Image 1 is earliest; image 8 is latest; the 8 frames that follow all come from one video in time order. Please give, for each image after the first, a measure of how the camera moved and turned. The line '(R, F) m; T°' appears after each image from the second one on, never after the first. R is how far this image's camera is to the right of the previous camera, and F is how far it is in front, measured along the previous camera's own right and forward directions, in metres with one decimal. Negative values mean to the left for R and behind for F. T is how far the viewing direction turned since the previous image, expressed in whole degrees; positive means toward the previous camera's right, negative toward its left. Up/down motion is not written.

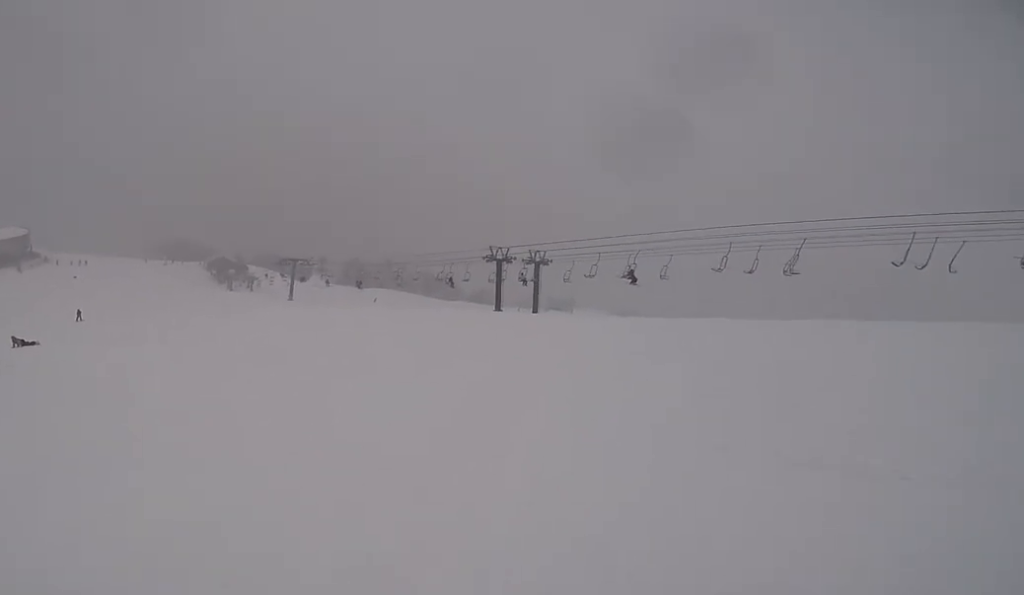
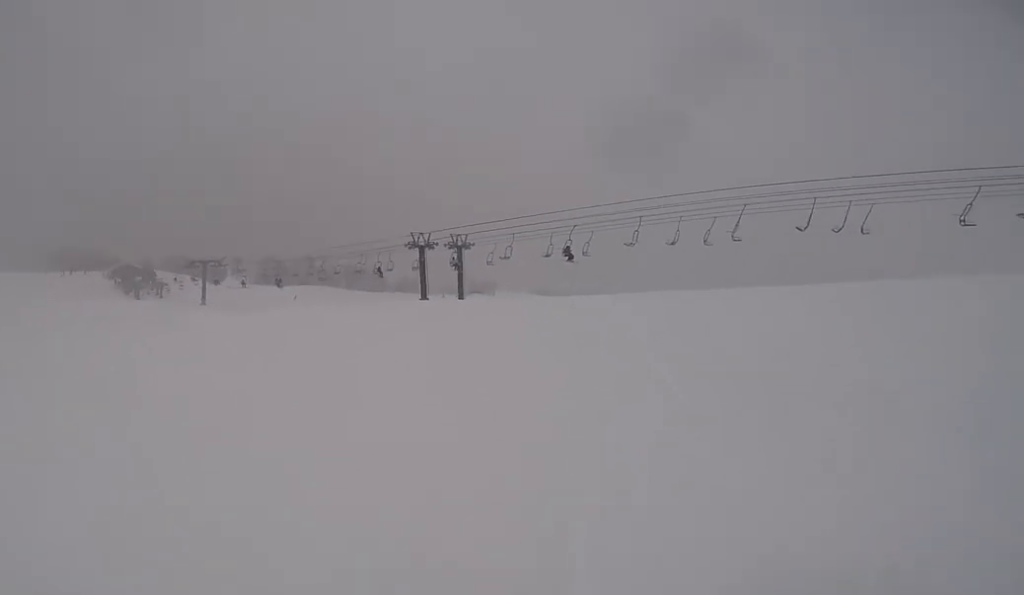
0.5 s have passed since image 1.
(+0.1, +3.2) m; +2°
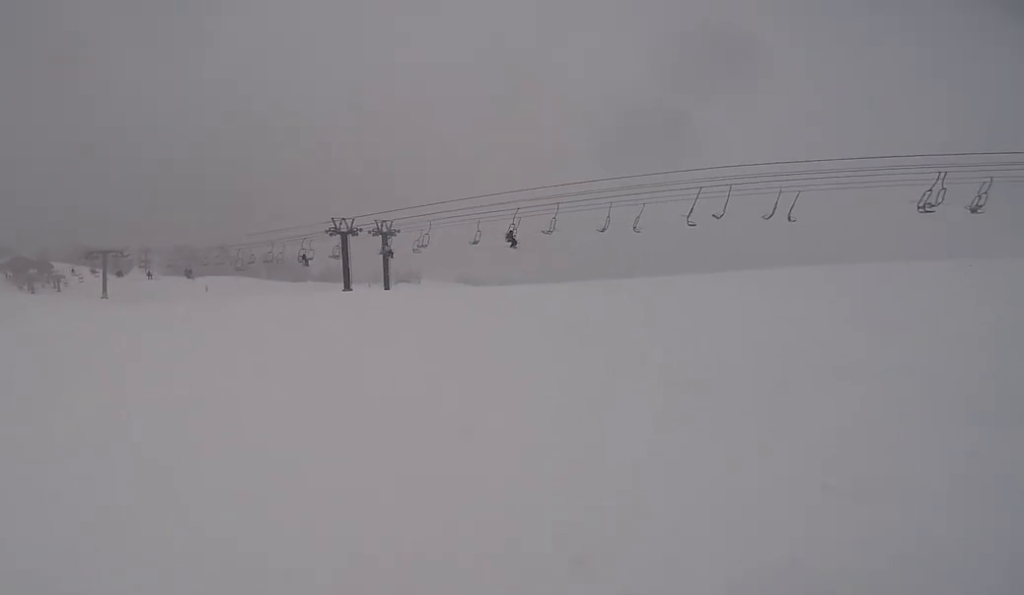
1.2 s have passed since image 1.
(0.0, +3.6) m; 0°
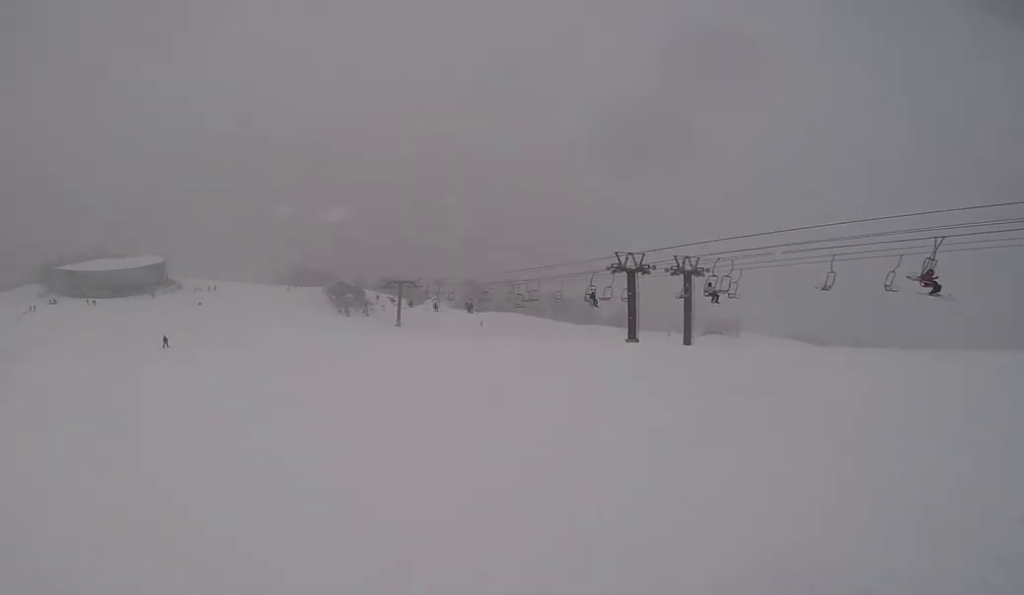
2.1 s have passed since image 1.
(0.0, +5.4) m; -9°
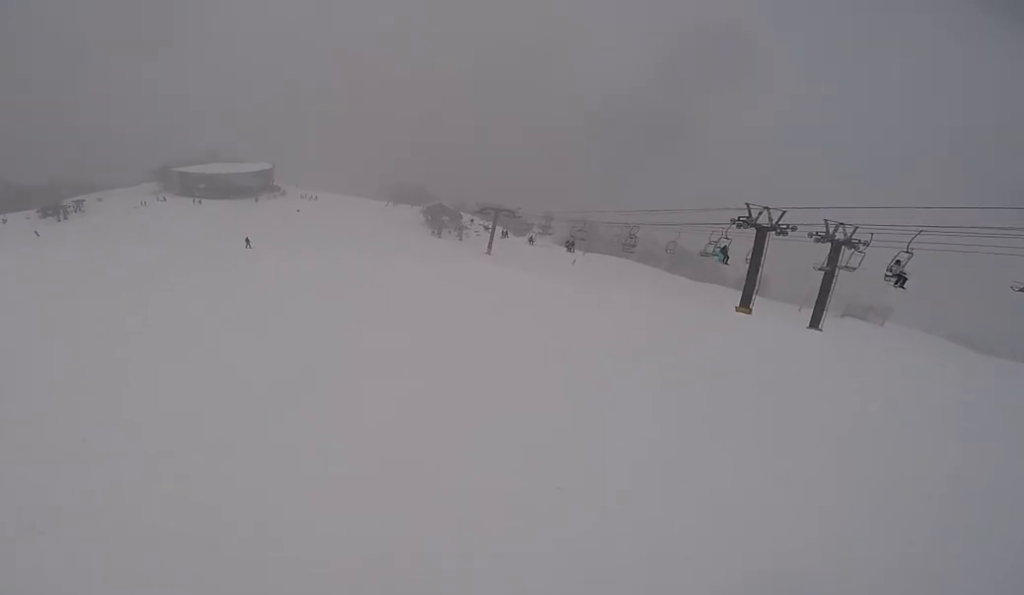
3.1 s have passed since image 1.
(-0.9, +5.3) m; -23°
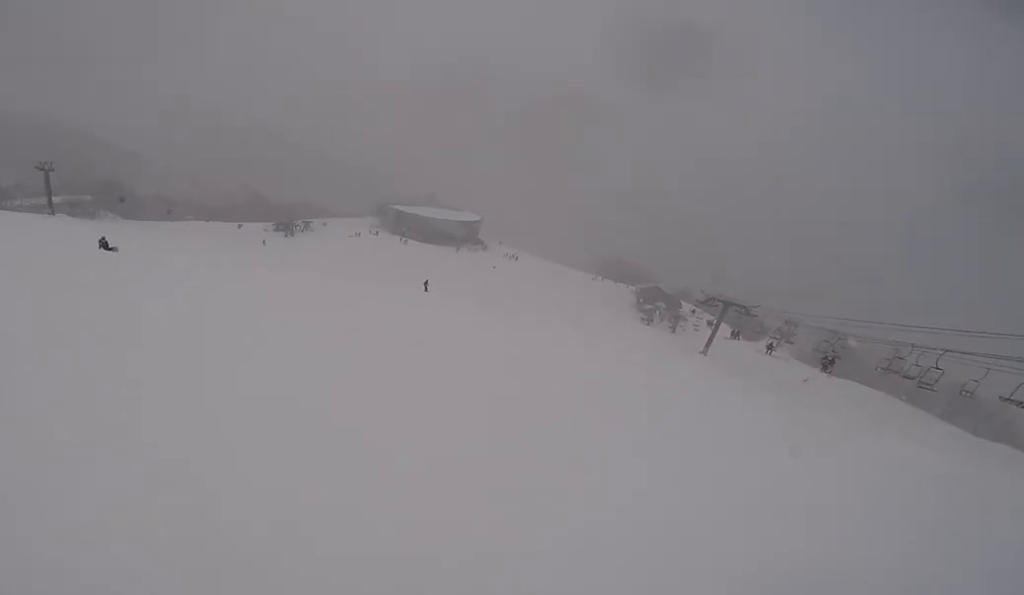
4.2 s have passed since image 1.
(-1.3, +5.2) m; -31°
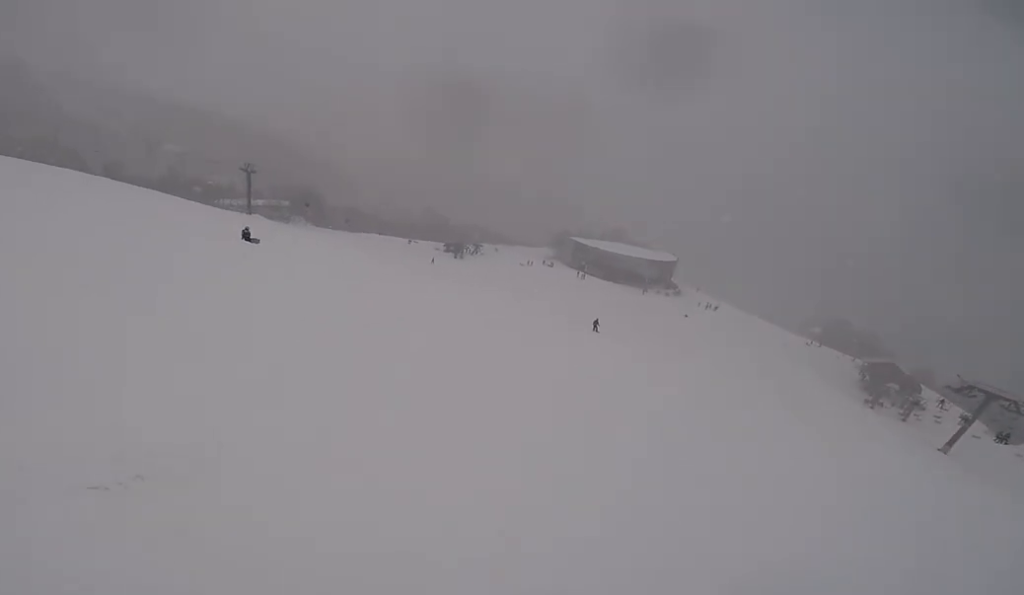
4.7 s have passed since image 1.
(-0.3, +2.9) m; -17°
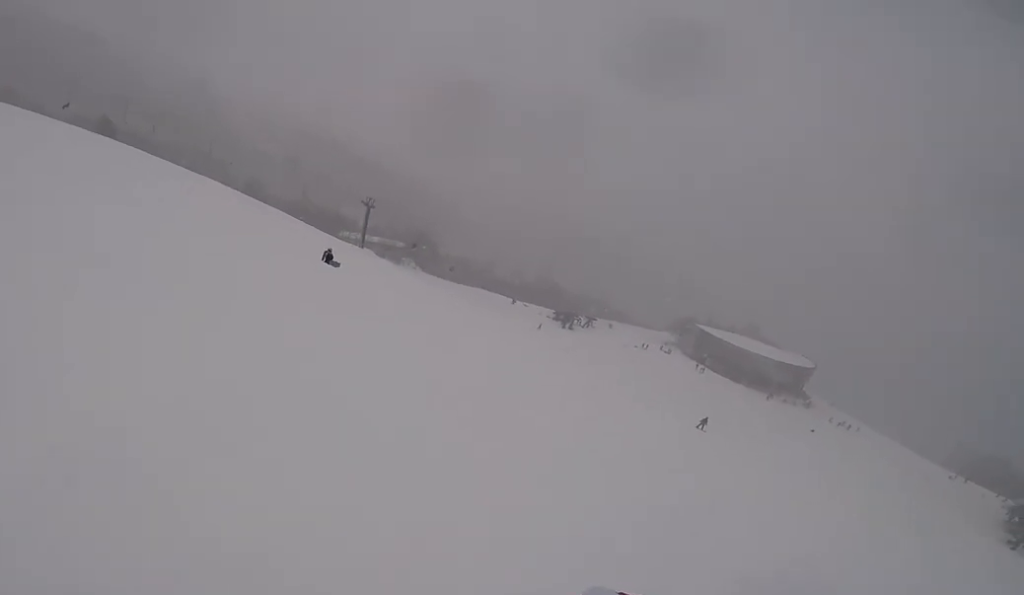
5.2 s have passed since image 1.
(-0.5, +2.6) m; -13°
